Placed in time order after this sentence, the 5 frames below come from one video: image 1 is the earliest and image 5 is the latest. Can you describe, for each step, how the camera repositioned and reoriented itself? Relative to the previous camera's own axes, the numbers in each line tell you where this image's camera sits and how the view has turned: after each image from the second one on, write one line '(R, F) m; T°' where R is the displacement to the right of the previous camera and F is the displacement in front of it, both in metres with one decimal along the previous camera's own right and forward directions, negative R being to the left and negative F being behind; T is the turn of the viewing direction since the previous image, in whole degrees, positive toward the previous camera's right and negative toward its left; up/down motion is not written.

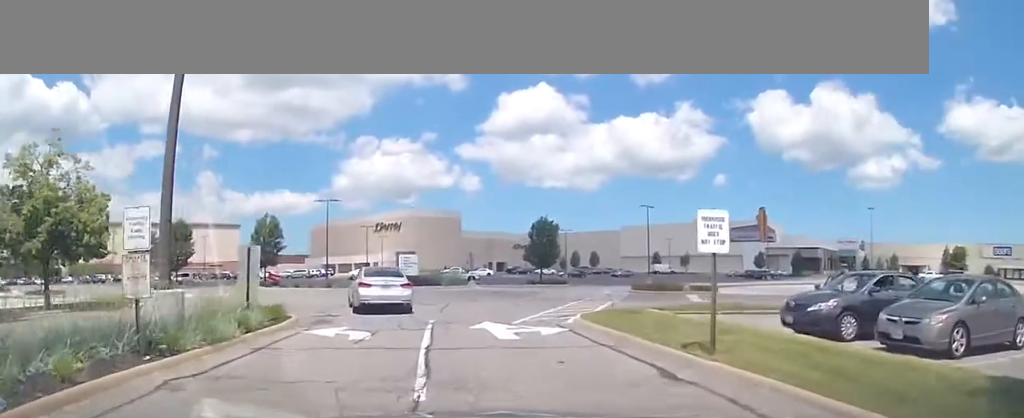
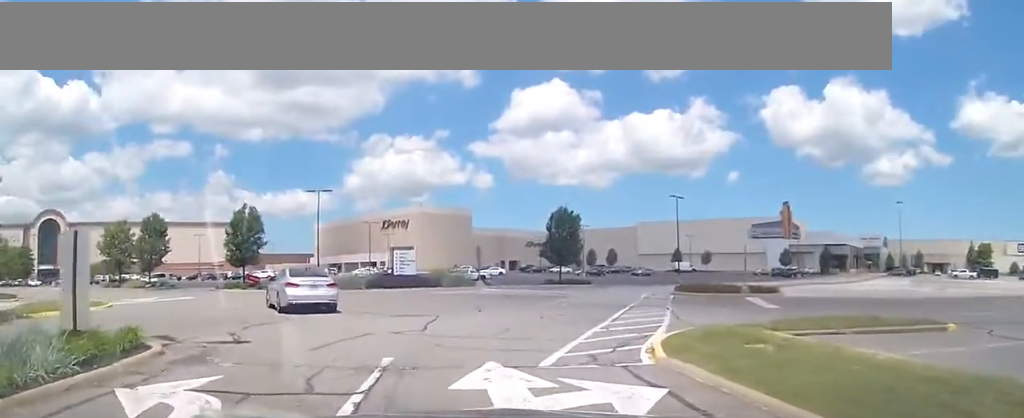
(+0.1, +7.5) m; +3°
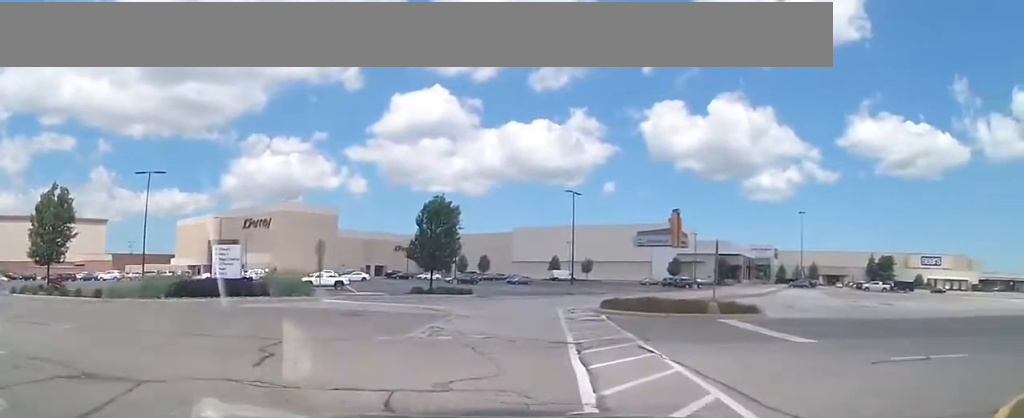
(+1.5, +11.4) m; +22°
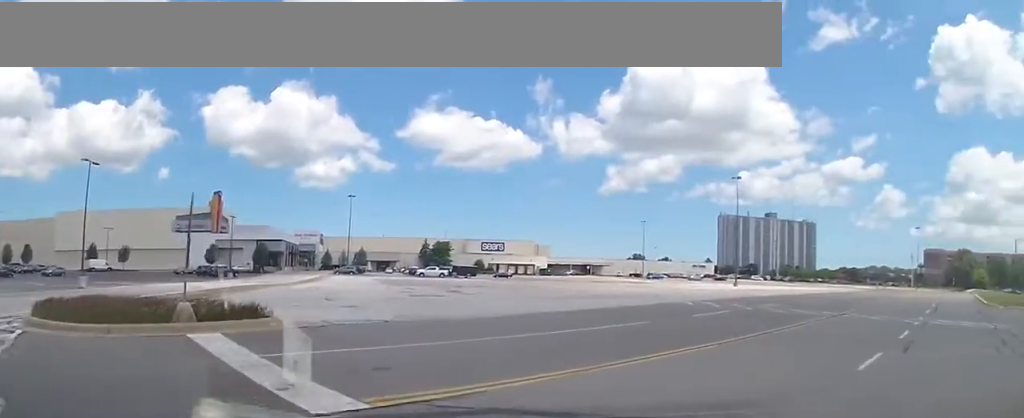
(+2.1, +9.4) m; +41°
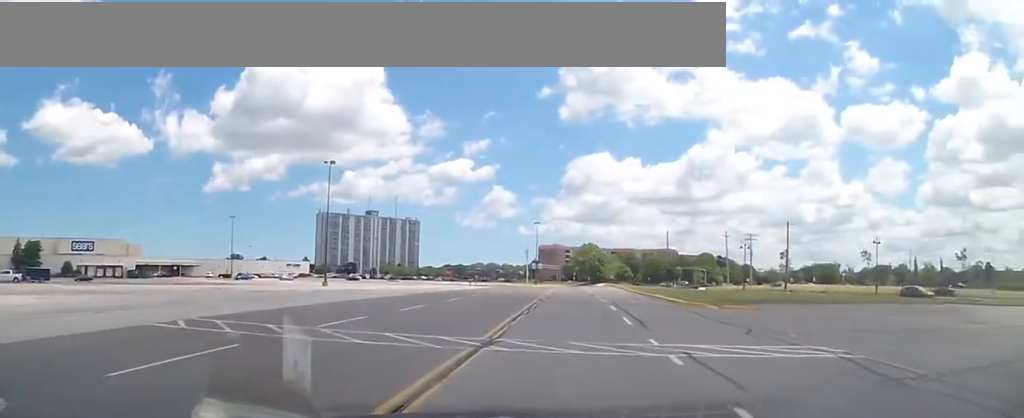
(+4.9, +12.3) m; +26°
